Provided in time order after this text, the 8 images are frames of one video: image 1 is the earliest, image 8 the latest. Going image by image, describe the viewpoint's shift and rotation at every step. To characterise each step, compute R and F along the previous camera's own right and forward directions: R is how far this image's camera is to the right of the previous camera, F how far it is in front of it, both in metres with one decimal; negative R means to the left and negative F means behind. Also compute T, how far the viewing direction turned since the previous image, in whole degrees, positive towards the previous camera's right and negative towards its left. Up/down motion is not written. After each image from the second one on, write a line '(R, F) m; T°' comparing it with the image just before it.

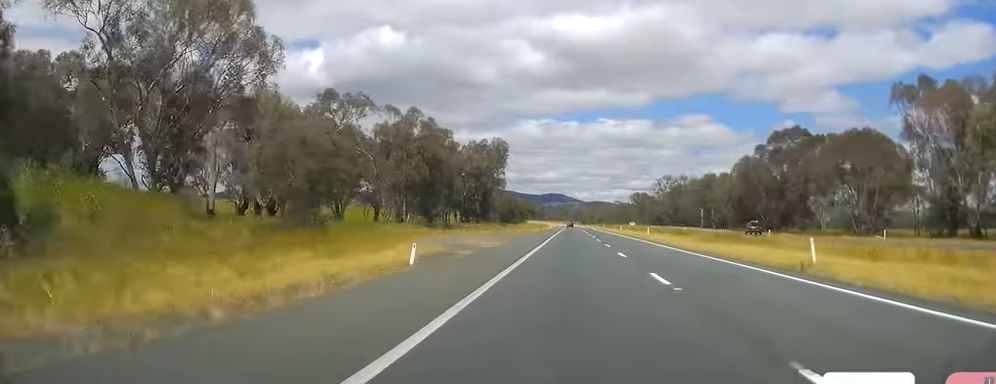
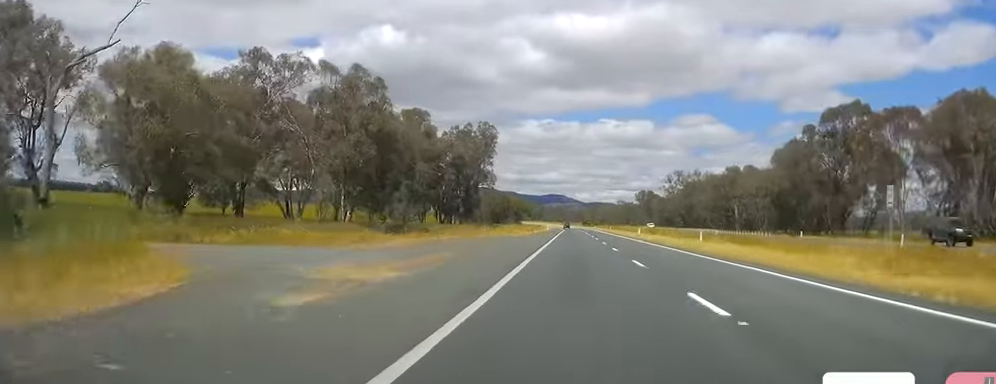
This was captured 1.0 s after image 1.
(+0.6, +28.8) m; +1°
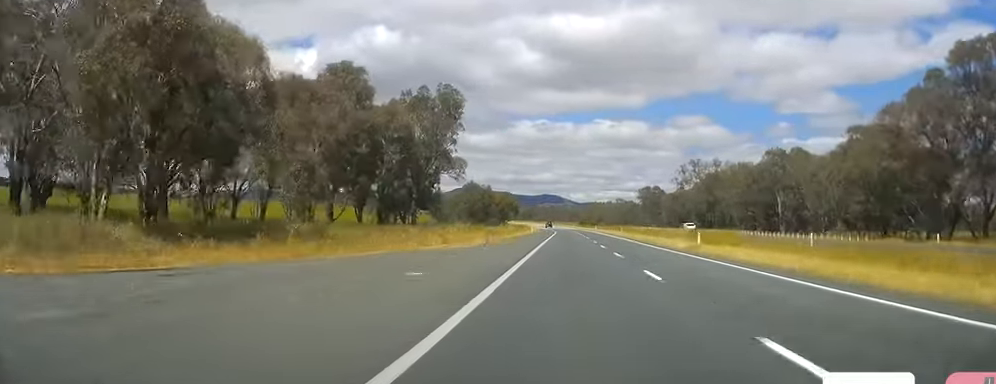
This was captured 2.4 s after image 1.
(0.0, +41.1) m; +1°
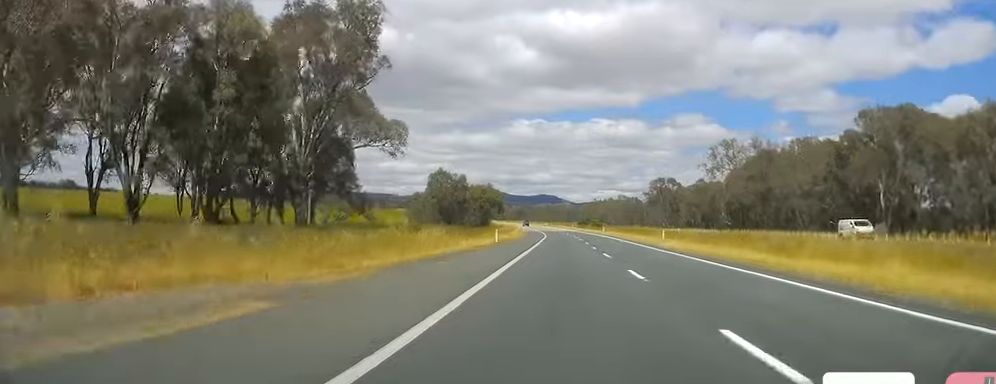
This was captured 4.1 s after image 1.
(+0.4, +46.9) m; 0°
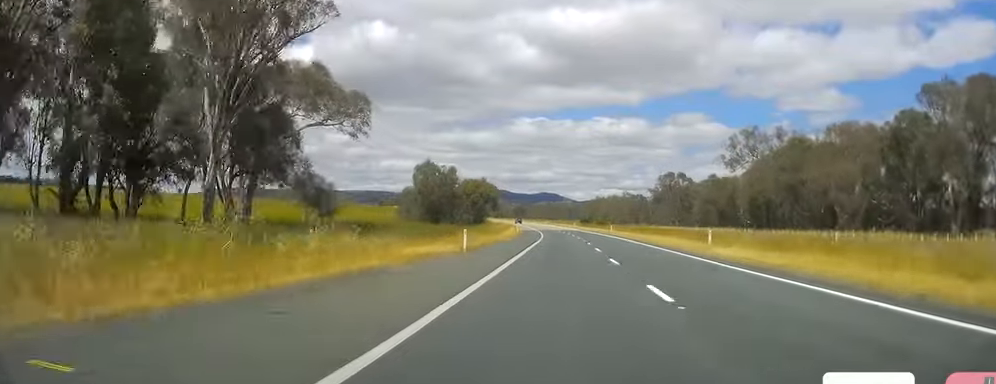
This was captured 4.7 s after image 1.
(0.0, +17.3) m; 0°
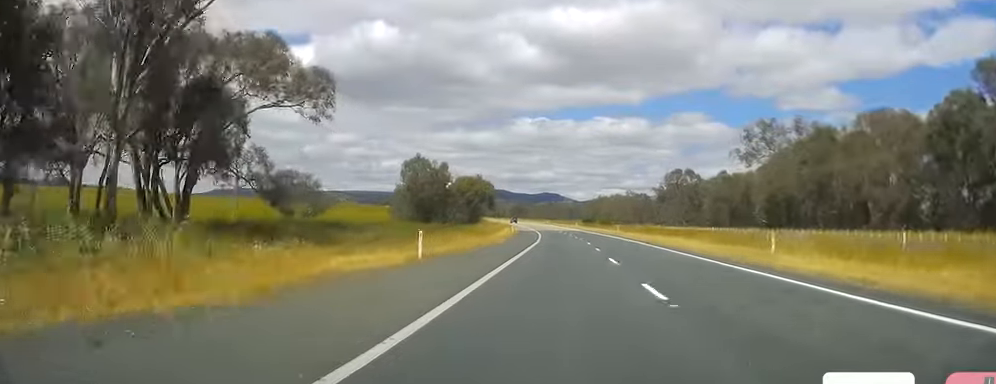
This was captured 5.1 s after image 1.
(+0.1, +11.5) m; 0°
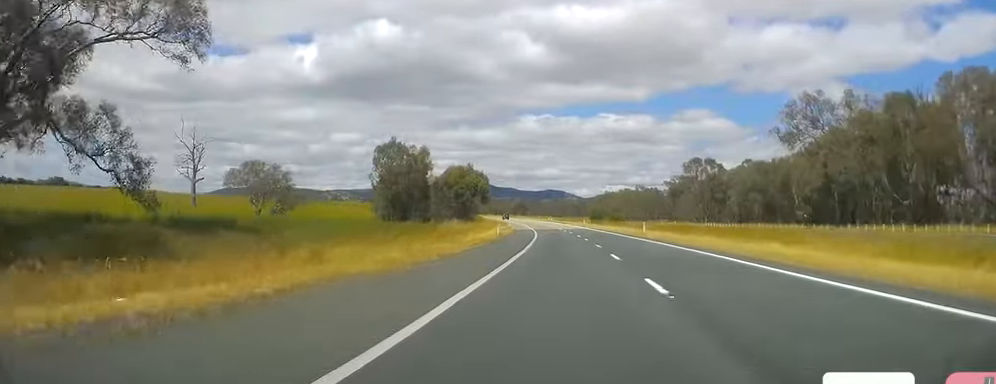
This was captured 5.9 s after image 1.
(-0.1, +23.0) m; -1°
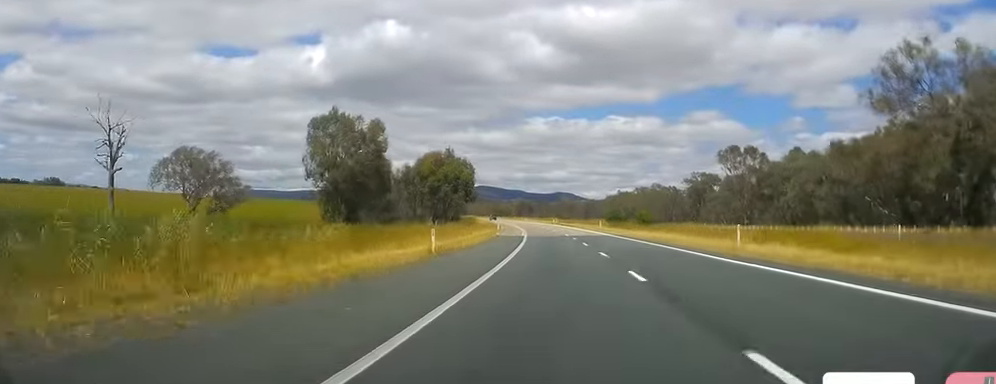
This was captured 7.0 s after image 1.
(-0.4, +32.5) m; 0°
